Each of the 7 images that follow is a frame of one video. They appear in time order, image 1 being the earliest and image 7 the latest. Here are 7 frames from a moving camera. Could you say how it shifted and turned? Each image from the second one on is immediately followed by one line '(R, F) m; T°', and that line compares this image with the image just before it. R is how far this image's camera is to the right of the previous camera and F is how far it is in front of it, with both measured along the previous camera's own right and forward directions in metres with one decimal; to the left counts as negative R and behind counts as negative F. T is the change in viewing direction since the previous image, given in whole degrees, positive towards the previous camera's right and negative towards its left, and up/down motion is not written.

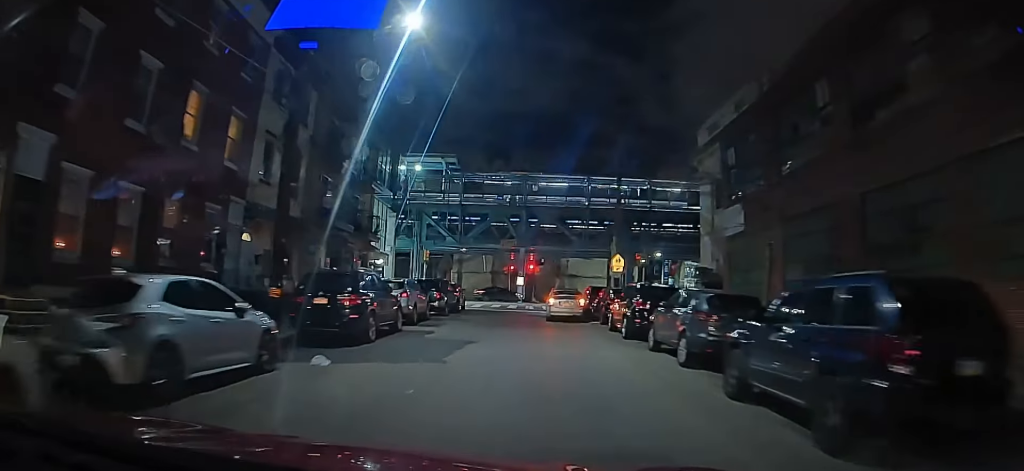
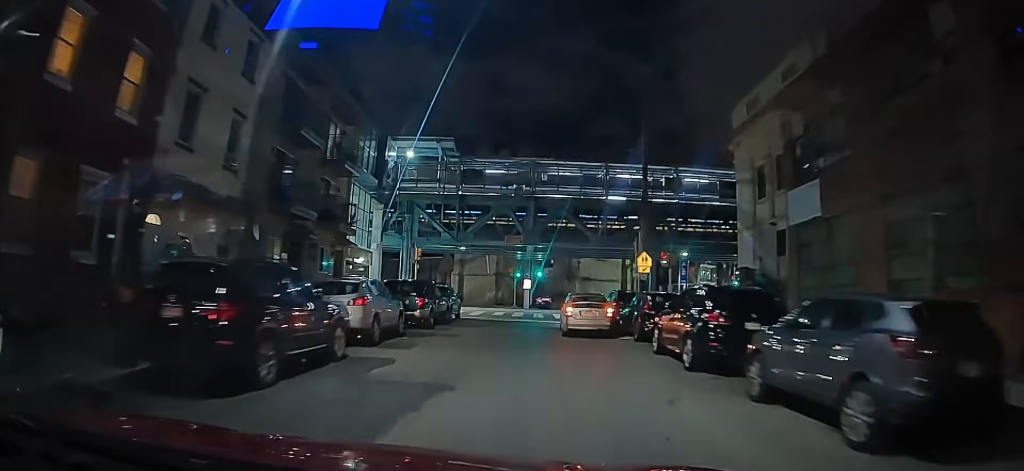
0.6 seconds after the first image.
(0.0, +5.1) m; -1°
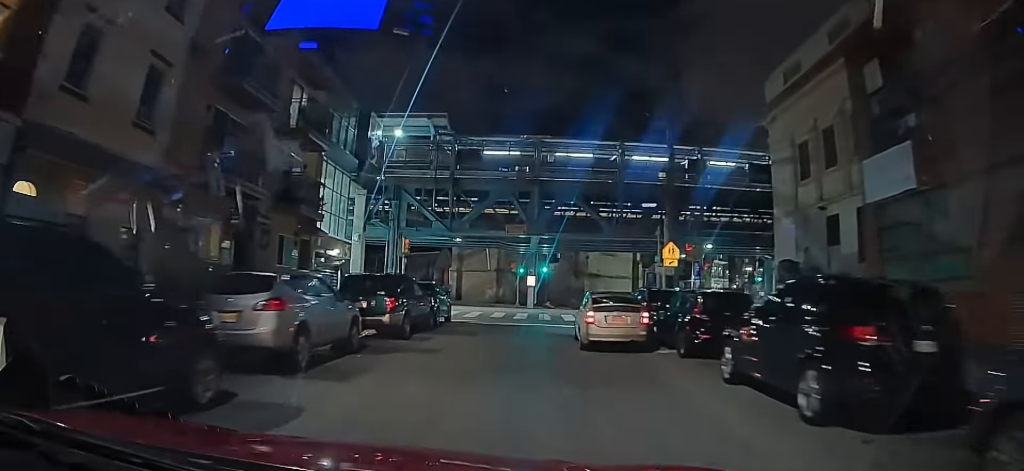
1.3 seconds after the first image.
(0.0, +4.6) m; -1°
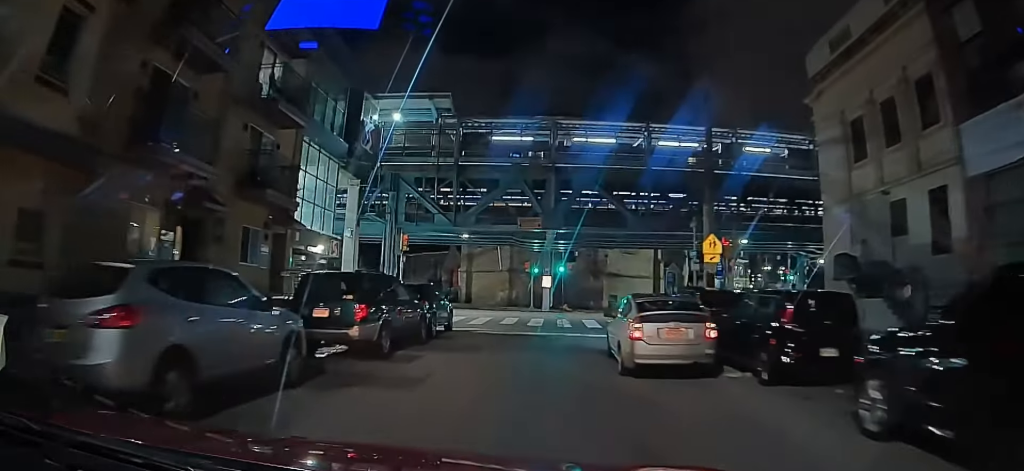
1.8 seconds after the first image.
(0.0, +3.8) m; +1°
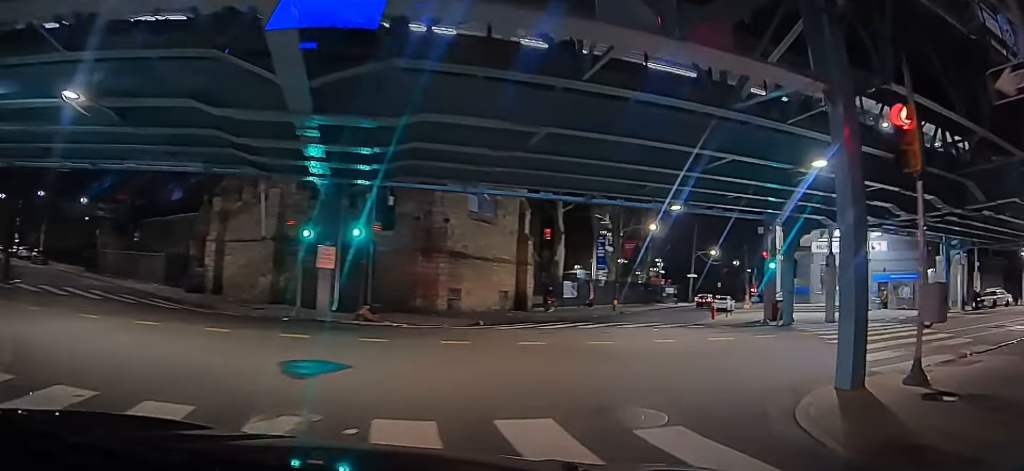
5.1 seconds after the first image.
(+3.1, +19.4) m; +22°
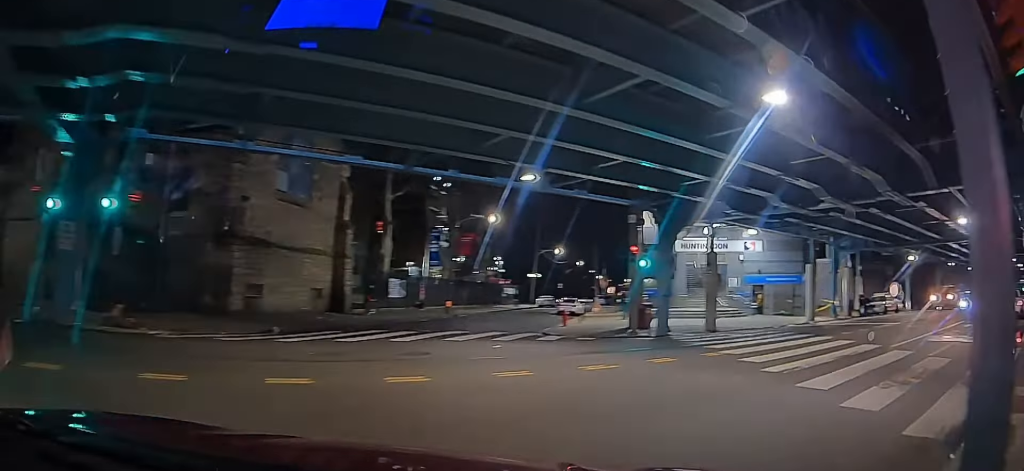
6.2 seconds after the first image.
(+0.5, +4.7) m; +15°
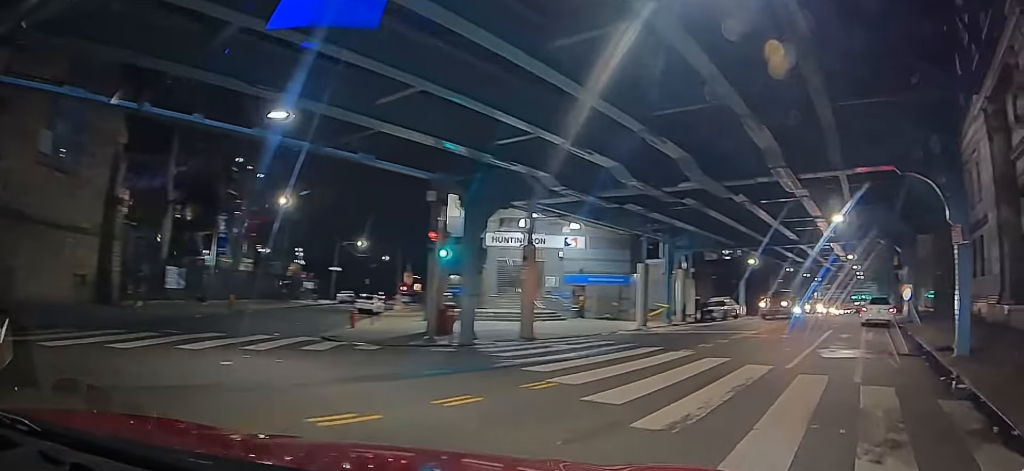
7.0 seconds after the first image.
(+0.4, +3.2) m; +10°
